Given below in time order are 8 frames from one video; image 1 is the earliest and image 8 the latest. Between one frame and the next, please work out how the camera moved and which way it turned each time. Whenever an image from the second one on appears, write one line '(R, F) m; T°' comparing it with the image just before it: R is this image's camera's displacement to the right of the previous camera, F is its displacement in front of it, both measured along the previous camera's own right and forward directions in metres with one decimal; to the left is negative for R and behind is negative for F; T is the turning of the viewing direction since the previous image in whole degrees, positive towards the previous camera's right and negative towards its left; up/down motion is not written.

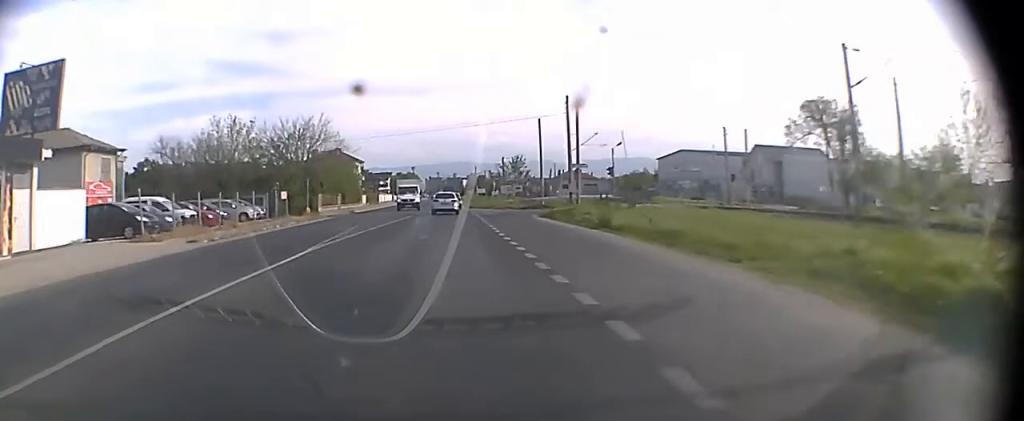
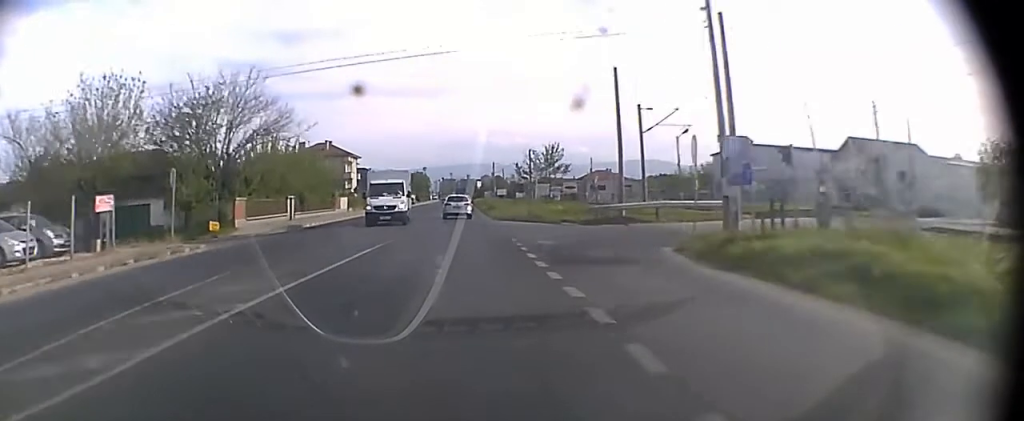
(0.0, +26.7) m; 0°
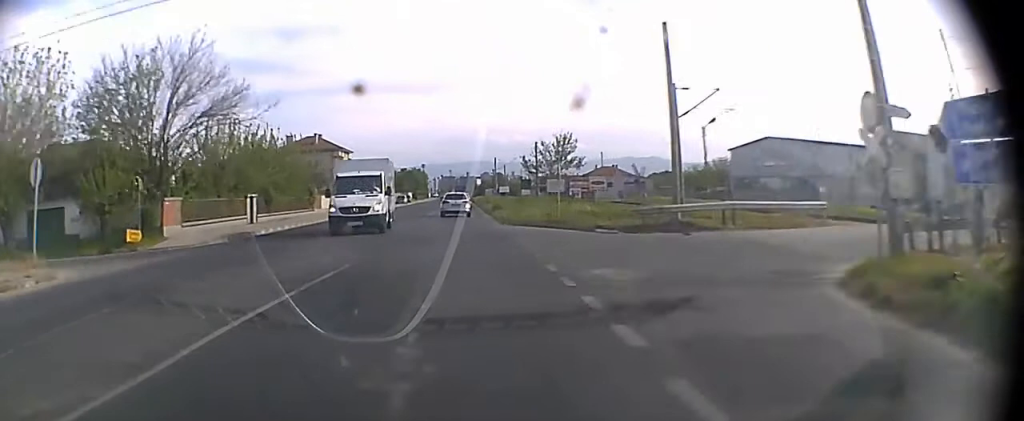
(0.0, +9.3) m; 0°
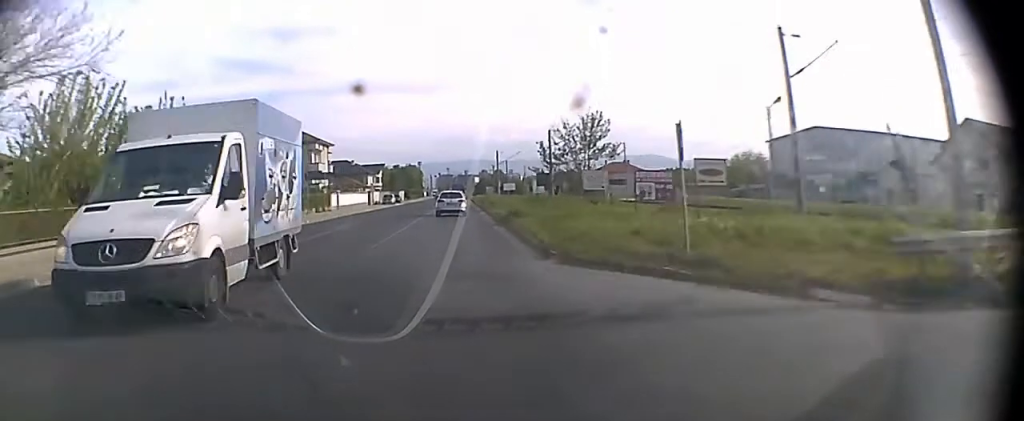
(-0.1, +16.9) m; -1°
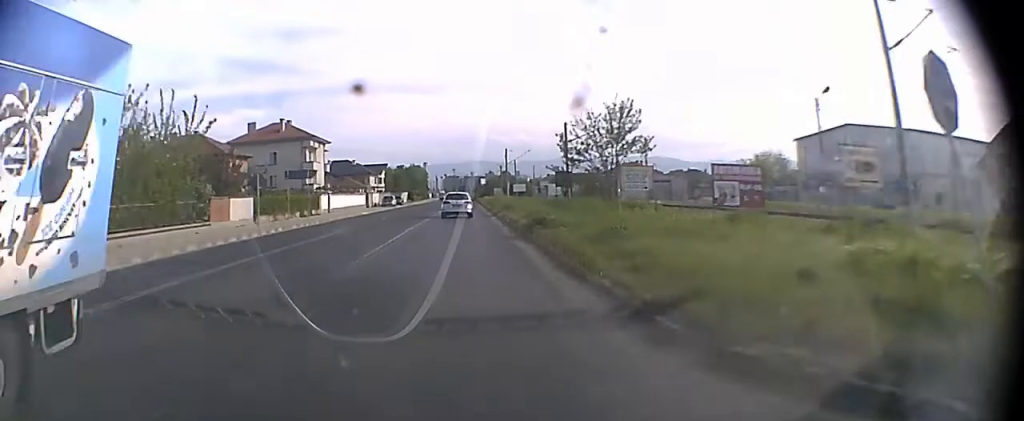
(0.0, +7.6) m; 0°
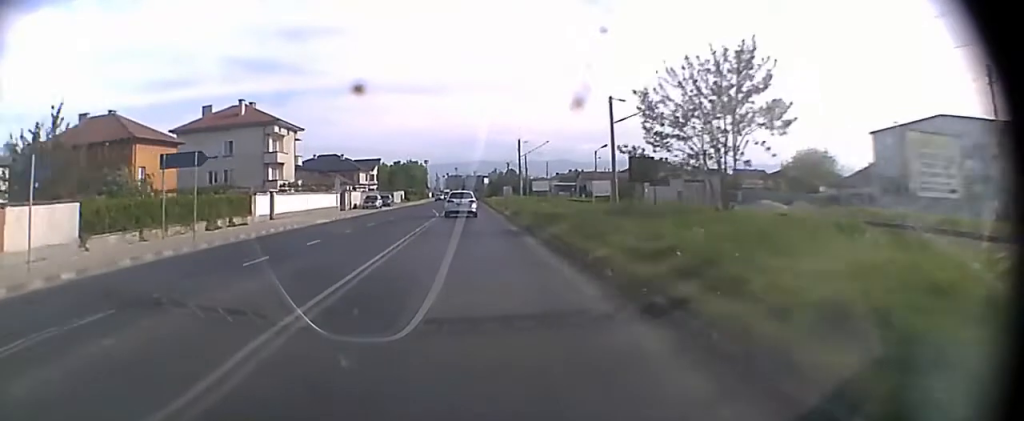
(0.0, +19.7) m; 0°
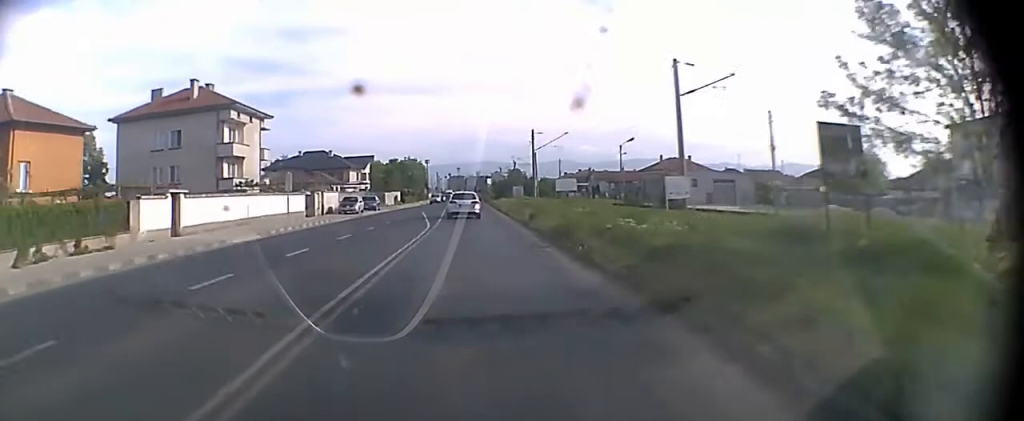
(0.0, +15.1) m; 0°
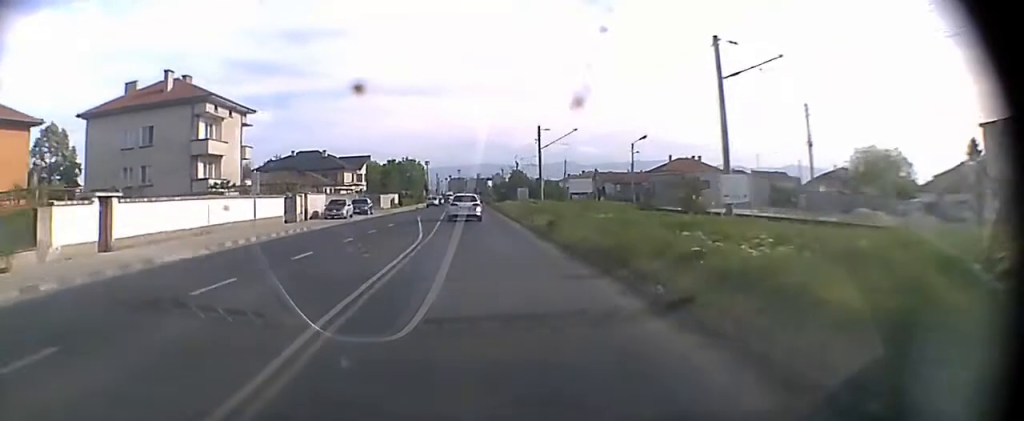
(0.0, +6.0) m; 0°
